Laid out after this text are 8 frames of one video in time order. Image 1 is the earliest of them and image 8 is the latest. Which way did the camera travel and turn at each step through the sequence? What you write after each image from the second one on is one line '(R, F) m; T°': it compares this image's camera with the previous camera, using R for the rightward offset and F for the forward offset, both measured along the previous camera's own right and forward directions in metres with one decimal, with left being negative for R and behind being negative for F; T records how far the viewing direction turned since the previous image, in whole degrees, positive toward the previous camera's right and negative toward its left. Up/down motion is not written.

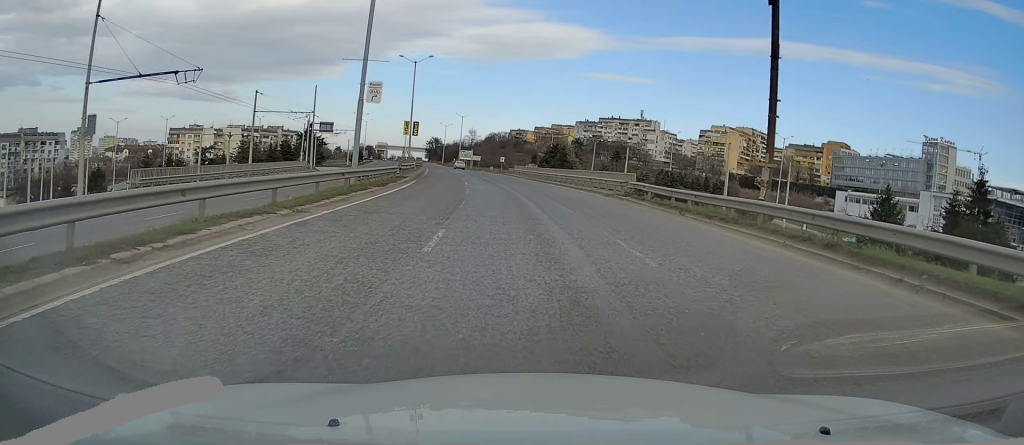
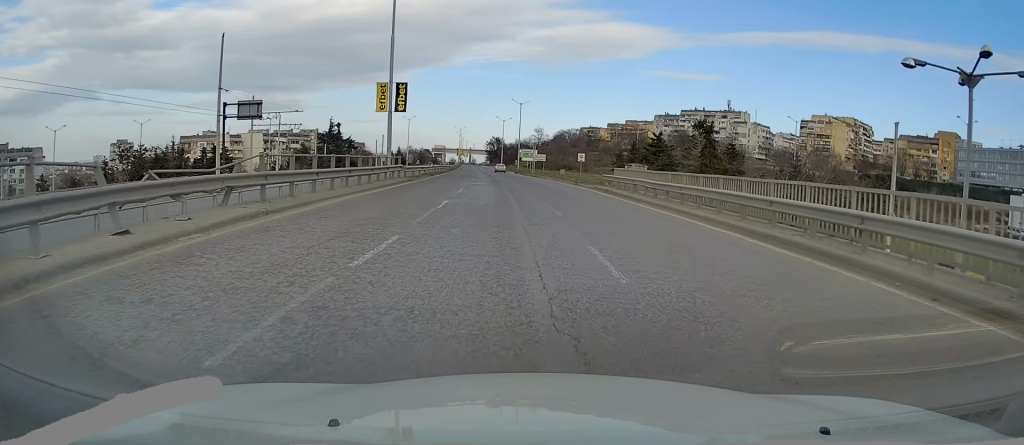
(-2.7, +45.8) m; -7°
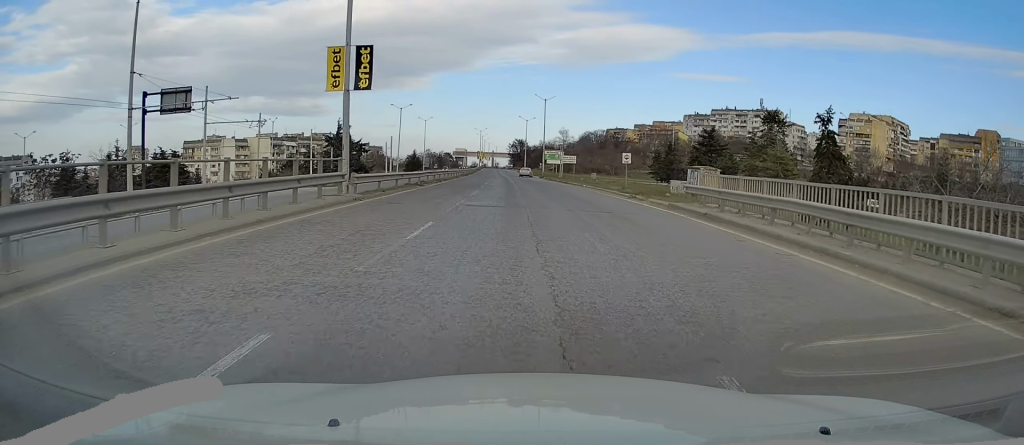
(-0.2, +14.9) m; -1°
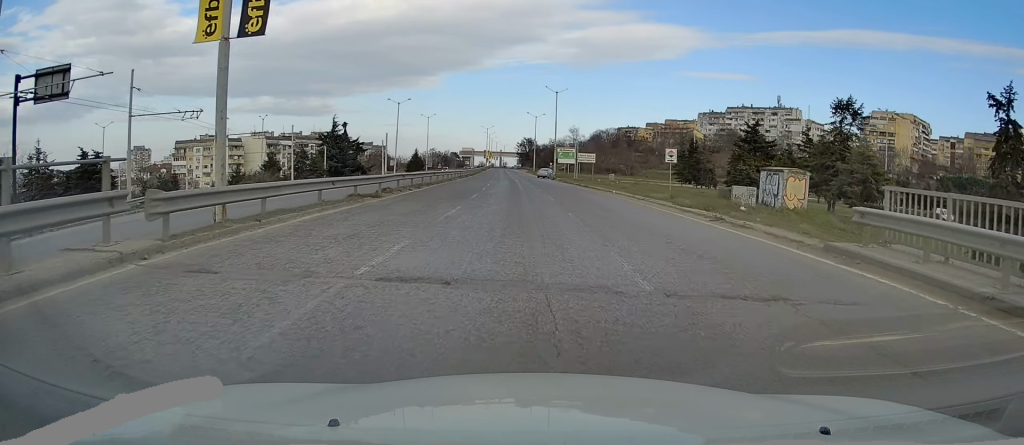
(-0.1, +12.2) m; -1°
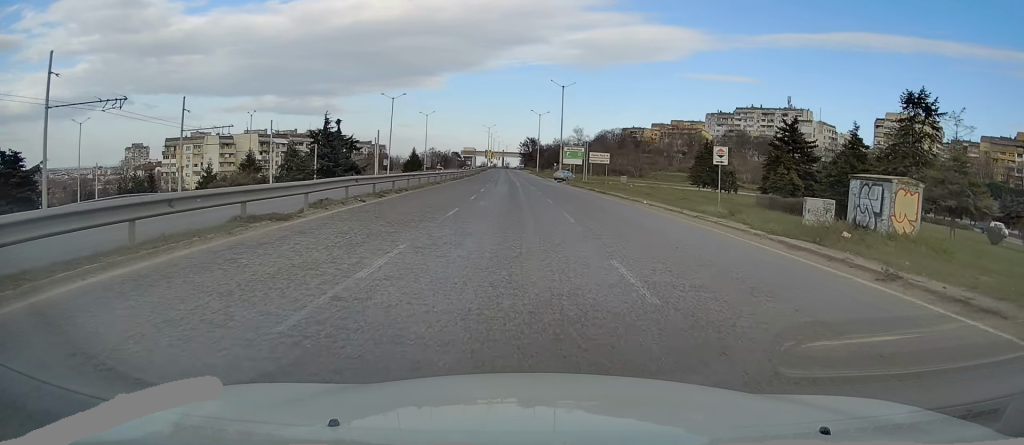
(+0.1, +8.8) m; -1°
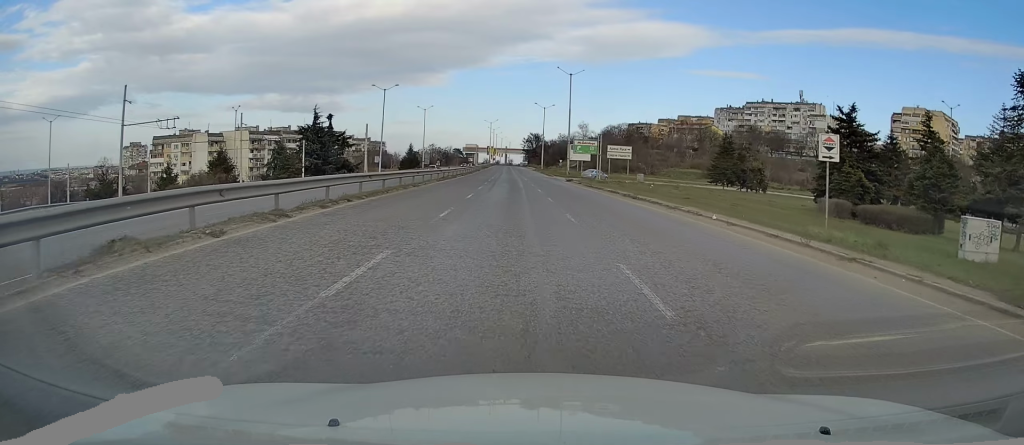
(-0.1, +10.1) m; 0°
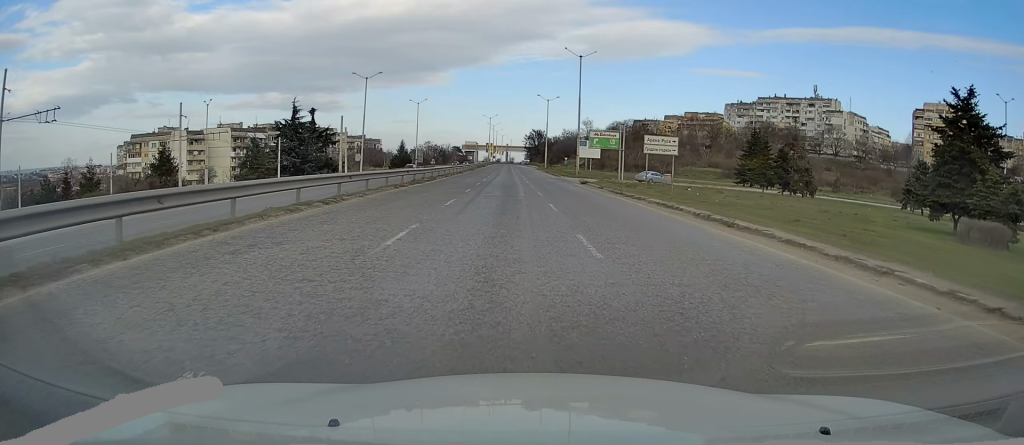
(0.0, +14.0) m; 0°
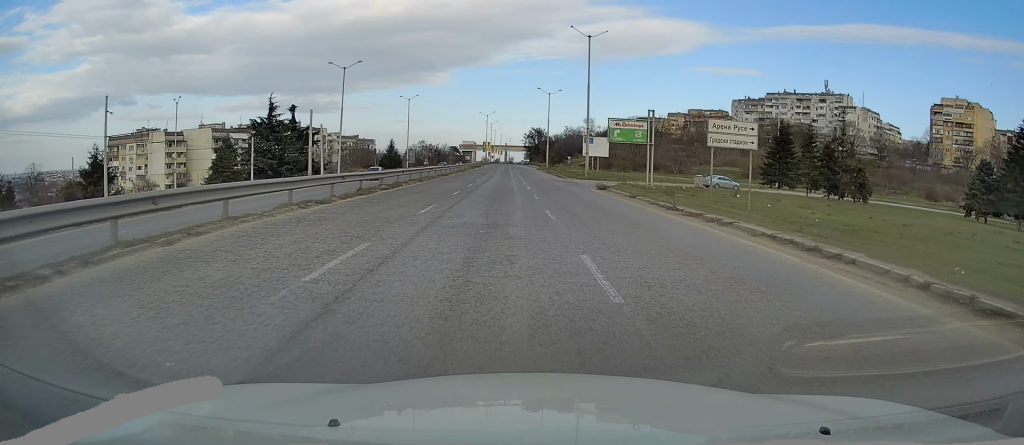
(+0.2, +11.8) m; 0°
